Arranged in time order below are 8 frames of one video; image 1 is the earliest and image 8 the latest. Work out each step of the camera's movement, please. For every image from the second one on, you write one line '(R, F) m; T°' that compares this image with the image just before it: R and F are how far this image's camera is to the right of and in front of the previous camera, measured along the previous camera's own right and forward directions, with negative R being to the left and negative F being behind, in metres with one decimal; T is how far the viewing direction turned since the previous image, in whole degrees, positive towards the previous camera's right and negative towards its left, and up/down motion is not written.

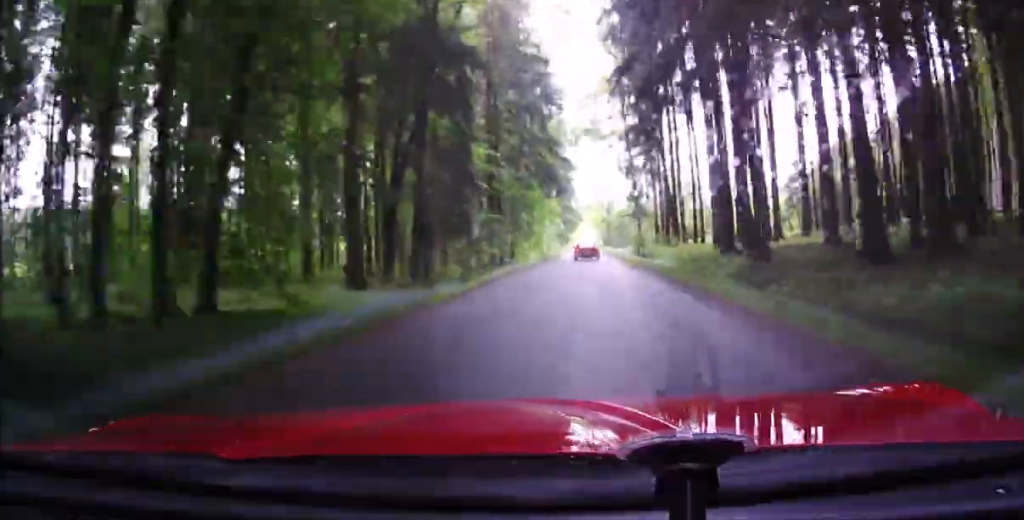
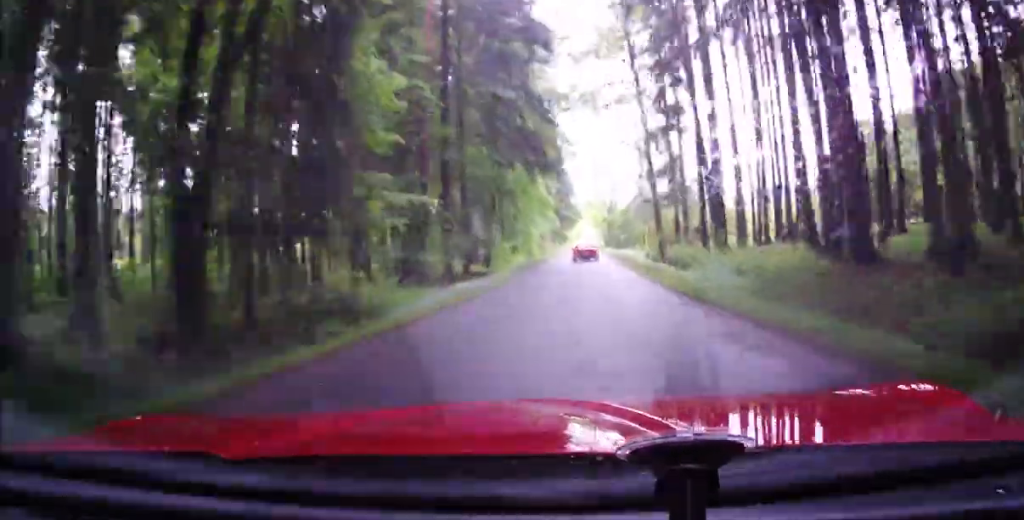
(0.0, +16.2) m; 0°
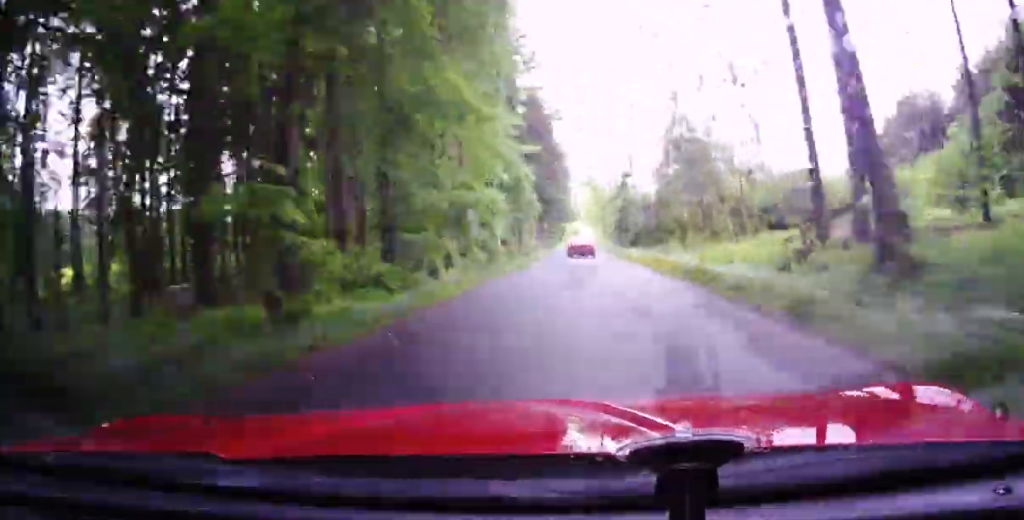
(0.0, +35.2) m; 0°
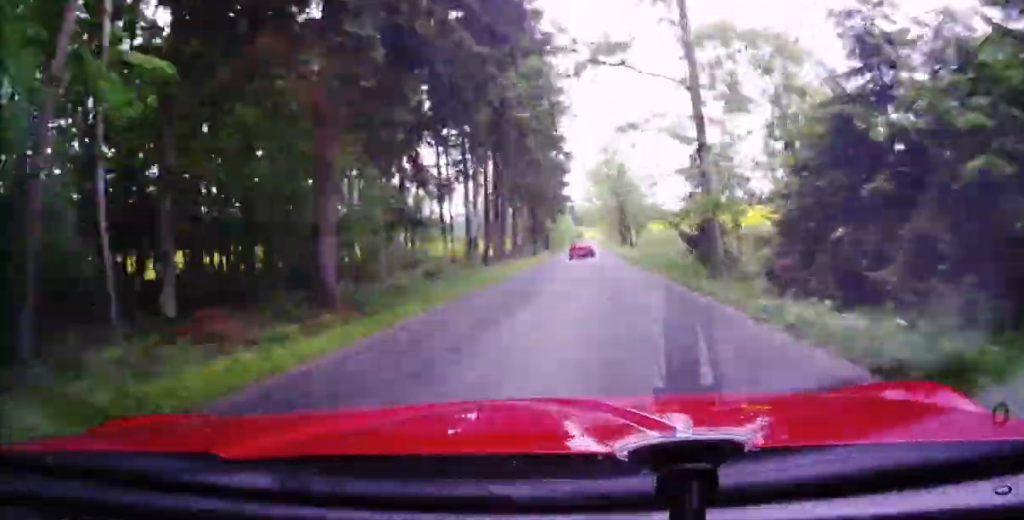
(0.0, +61.1) m; 0°
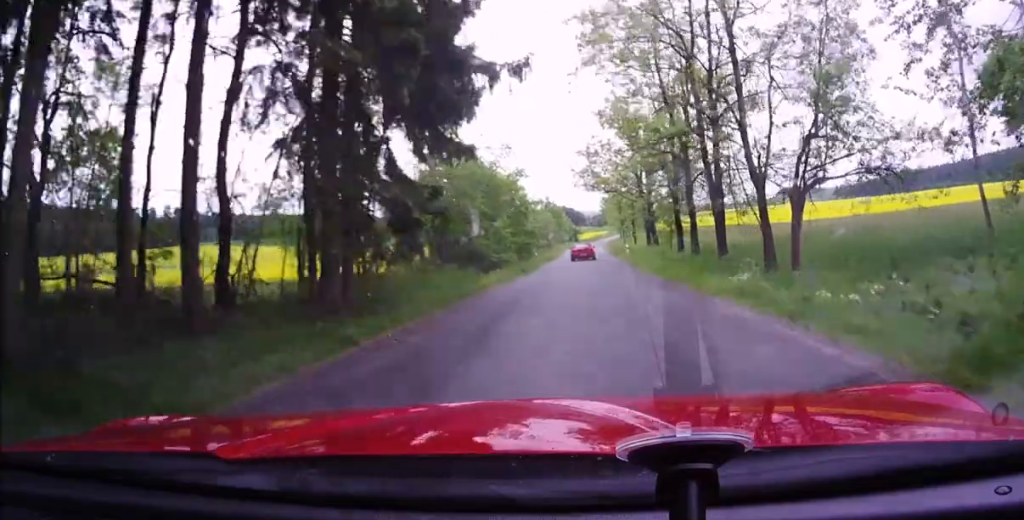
(0.0, +65.4) m; 0°
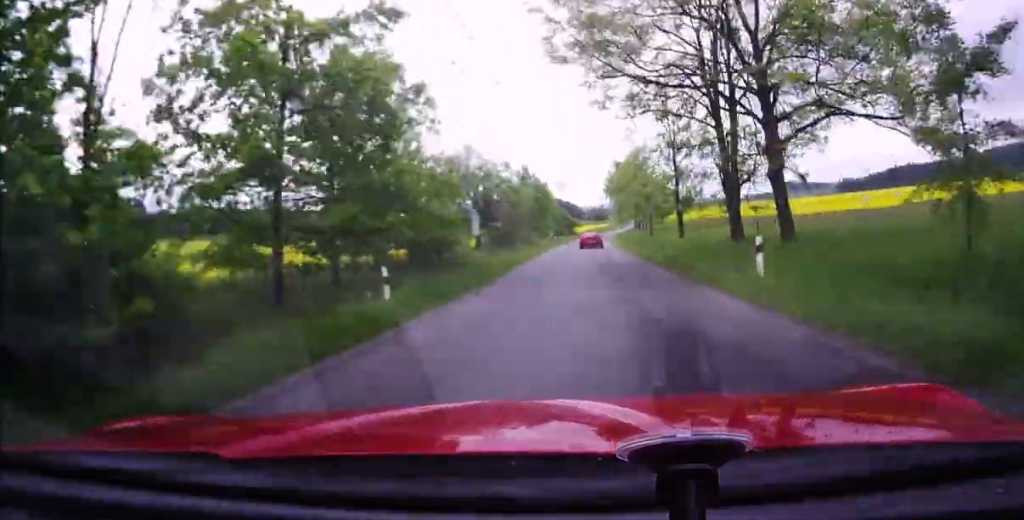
(0.0, +36.8) m; 0°
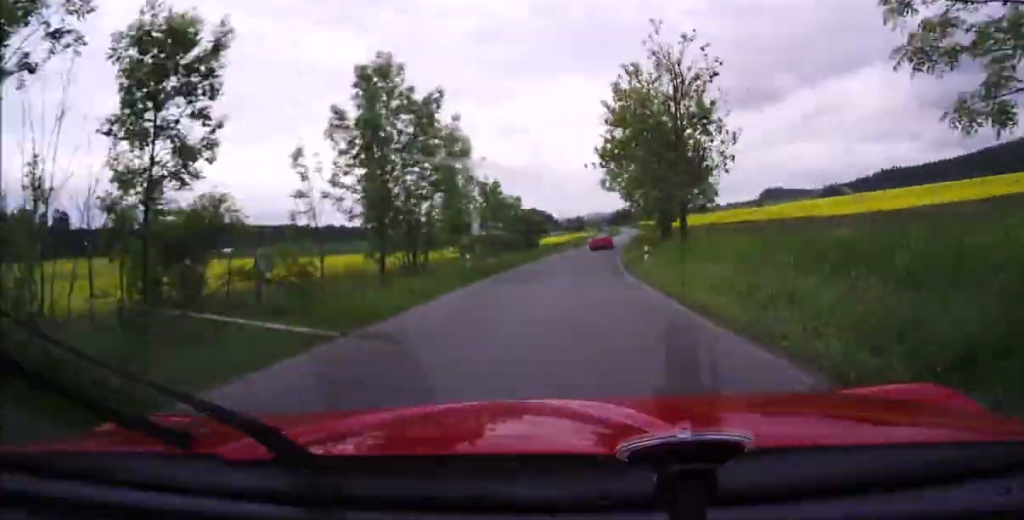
(+0.1, +46.4) m; +1°
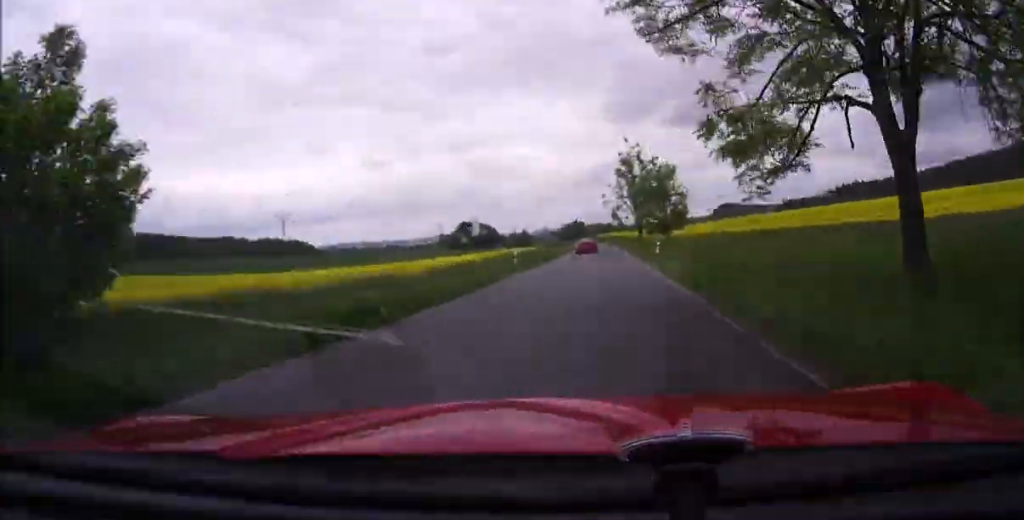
(+1.8, +55.2) m; +4°
